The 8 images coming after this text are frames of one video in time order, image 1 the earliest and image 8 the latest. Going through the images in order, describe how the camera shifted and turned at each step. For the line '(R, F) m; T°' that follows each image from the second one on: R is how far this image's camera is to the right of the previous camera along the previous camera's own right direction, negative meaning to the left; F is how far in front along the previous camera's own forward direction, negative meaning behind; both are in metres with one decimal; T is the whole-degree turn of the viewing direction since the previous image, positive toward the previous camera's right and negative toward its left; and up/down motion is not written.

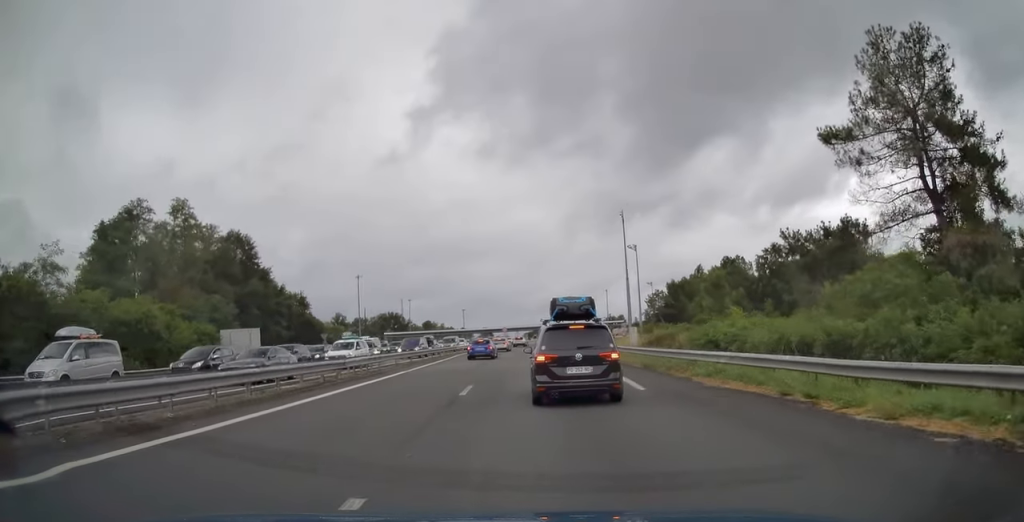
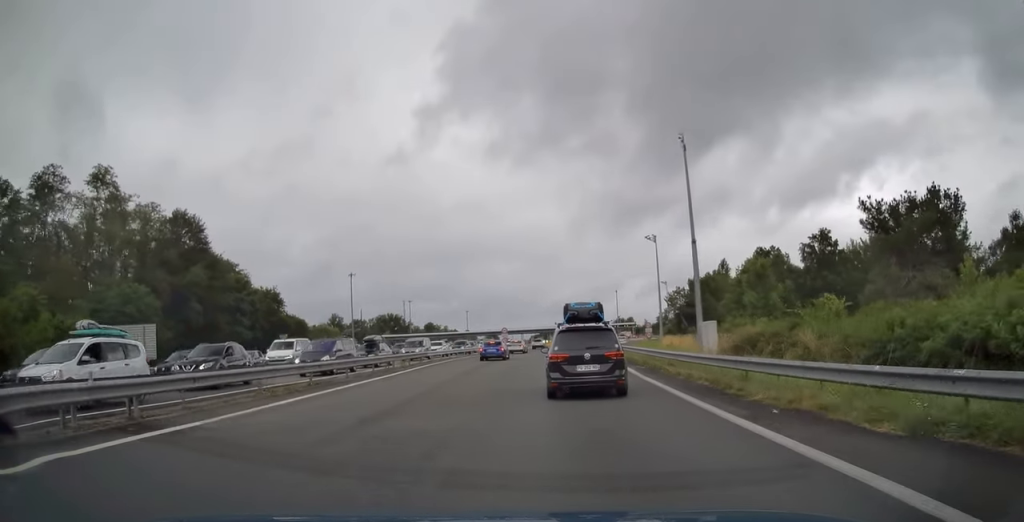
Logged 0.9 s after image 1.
(0.0, +17.7) m; 0°
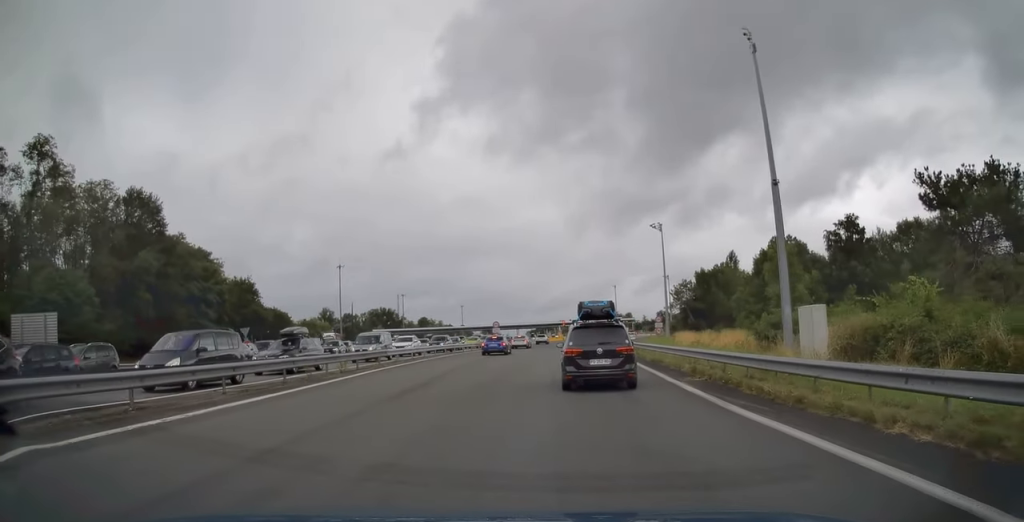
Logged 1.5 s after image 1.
(0.0, +9.8) m; 0°
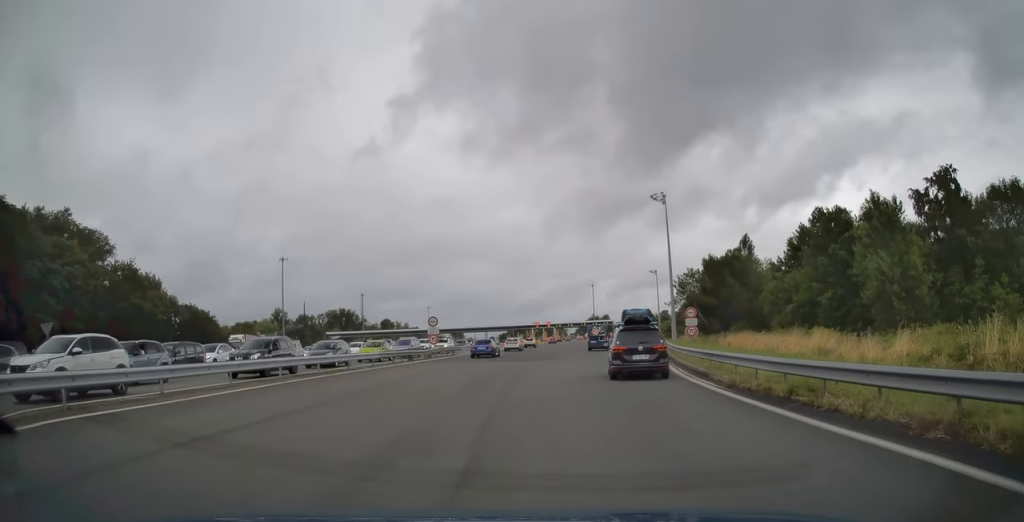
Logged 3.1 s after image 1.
(-0.1, +28.7) m; 0°
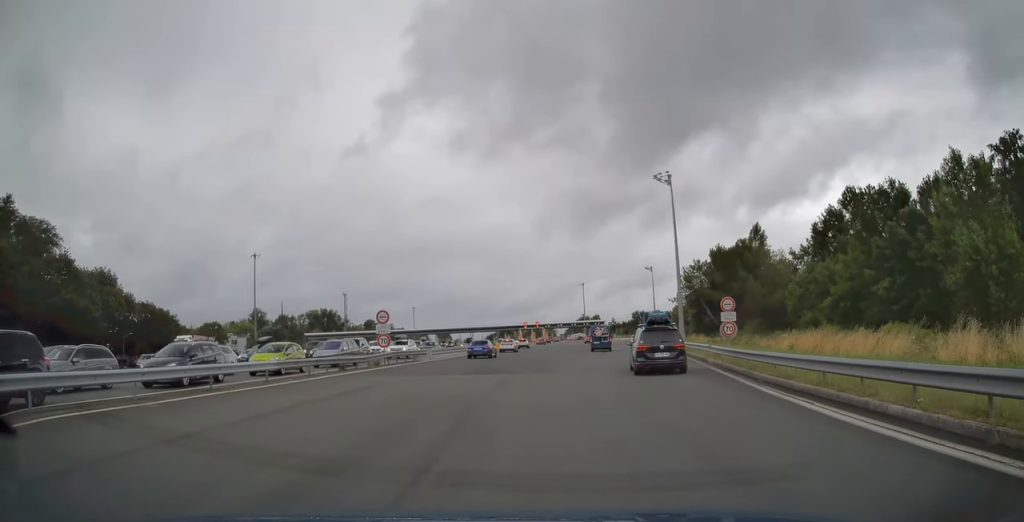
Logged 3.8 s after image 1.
(-0.1, +12.5) m; +1°
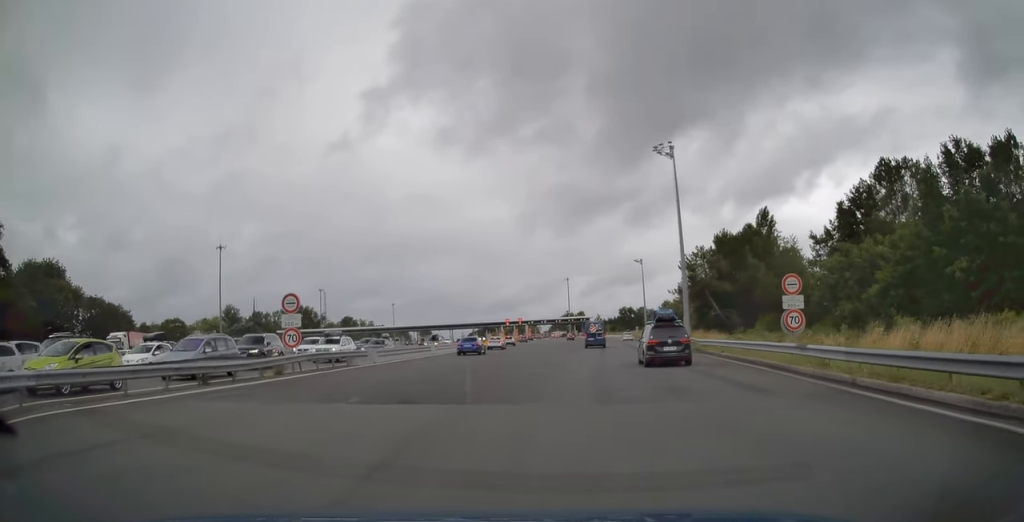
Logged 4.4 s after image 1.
(+0.2, +11.8) m; +2°
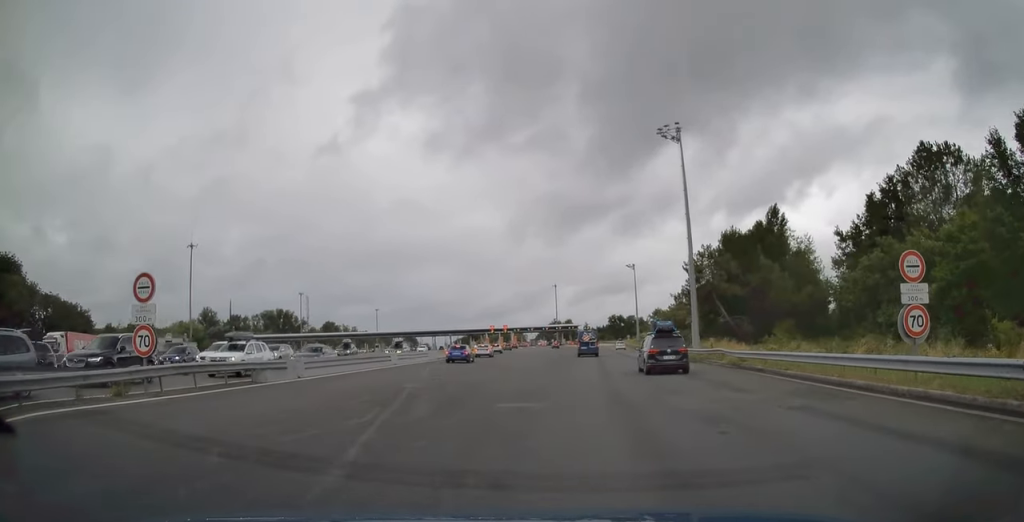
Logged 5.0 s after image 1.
(+0.1, +9.7) m; +1°
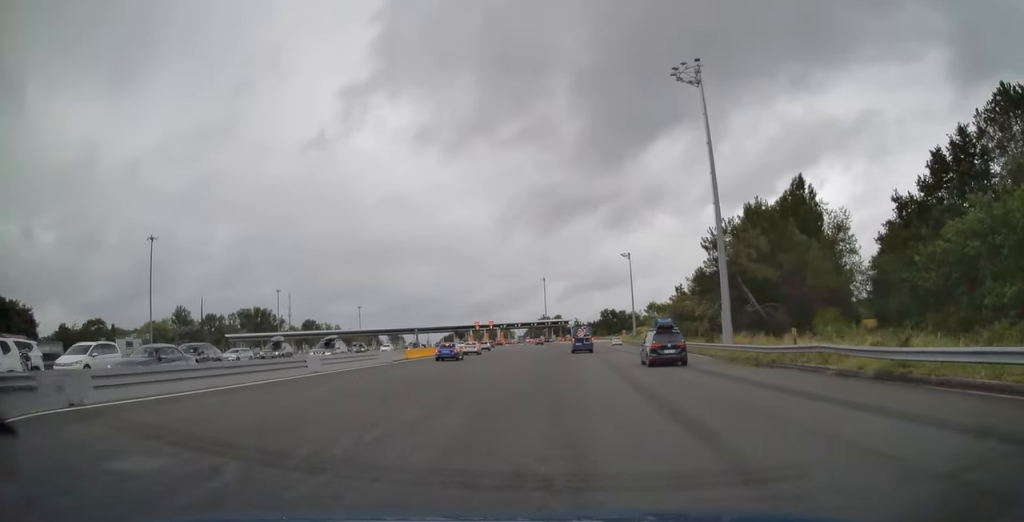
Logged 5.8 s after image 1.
(+0.3, +14.0) m; +2°
